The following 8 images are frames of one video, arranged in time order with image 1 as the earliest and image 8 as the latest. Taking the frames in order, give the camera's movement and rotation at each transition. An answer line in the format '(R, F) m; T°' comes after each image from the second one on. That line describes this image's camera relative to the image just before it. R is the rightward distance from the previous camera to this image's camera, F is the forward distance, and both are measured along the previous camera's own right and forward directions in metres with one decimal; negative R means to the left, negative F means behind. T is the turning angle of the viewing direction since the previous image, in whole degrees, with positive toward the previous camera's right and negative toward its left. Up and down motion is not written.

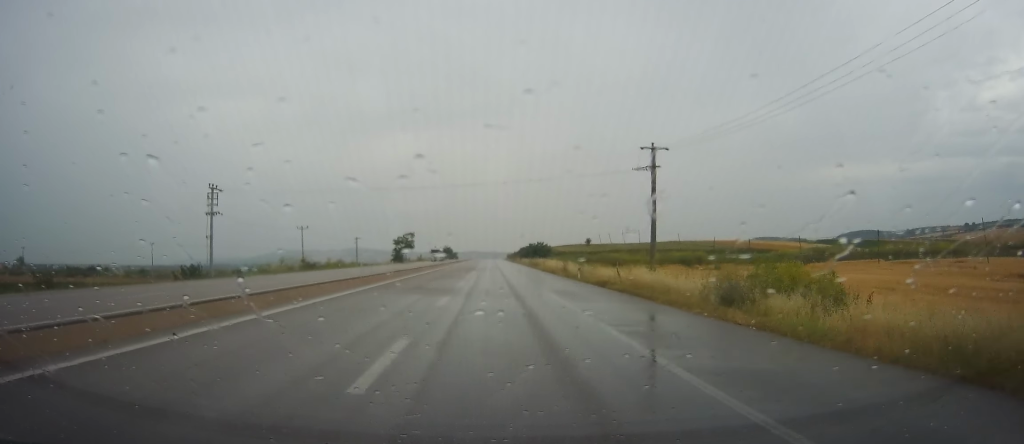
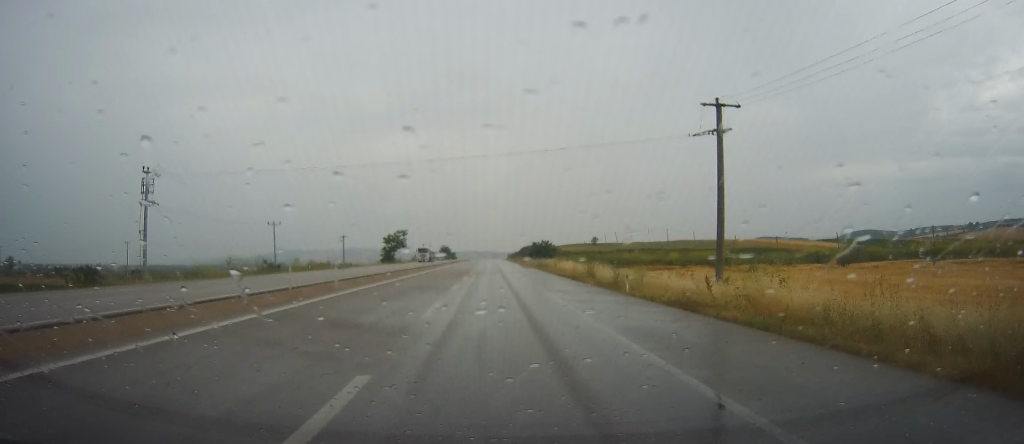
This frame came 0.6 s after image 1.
(-0.1, +13.9) m; 0°
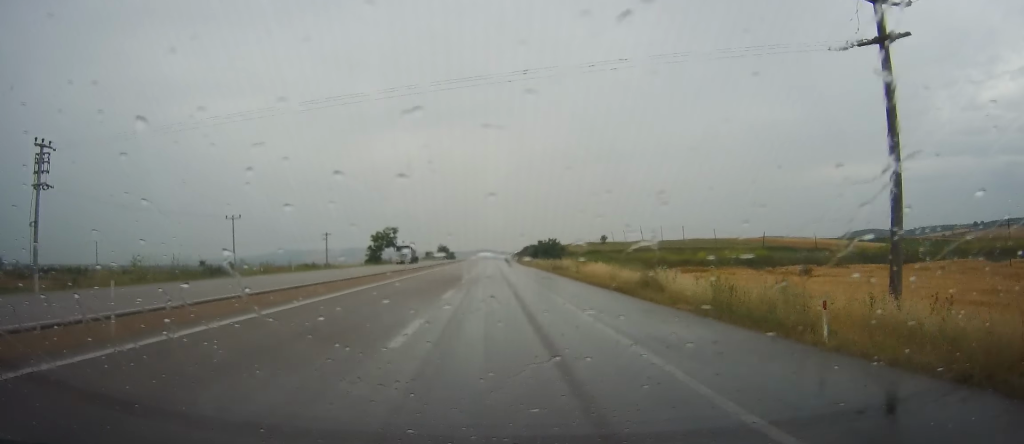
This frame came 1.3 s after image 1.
(+0.4, +16.3) m; 0°
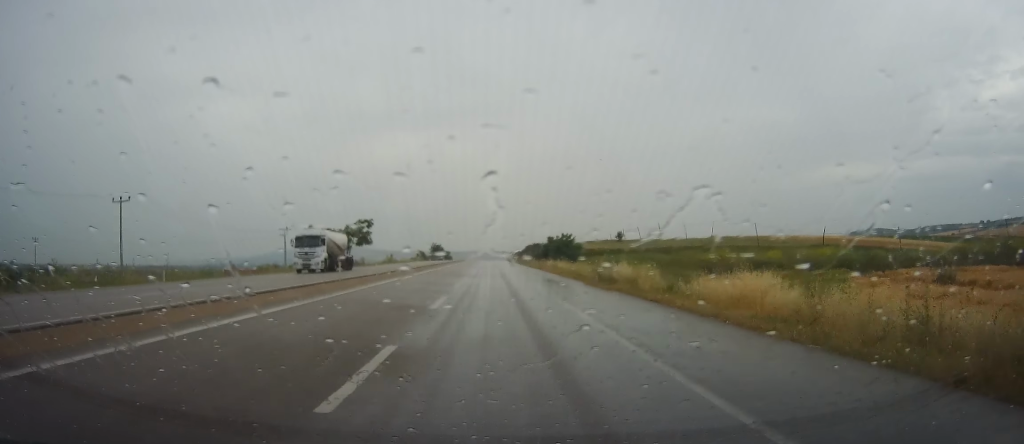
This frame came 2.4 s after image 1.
(-0.4, +26.5) m; -1°
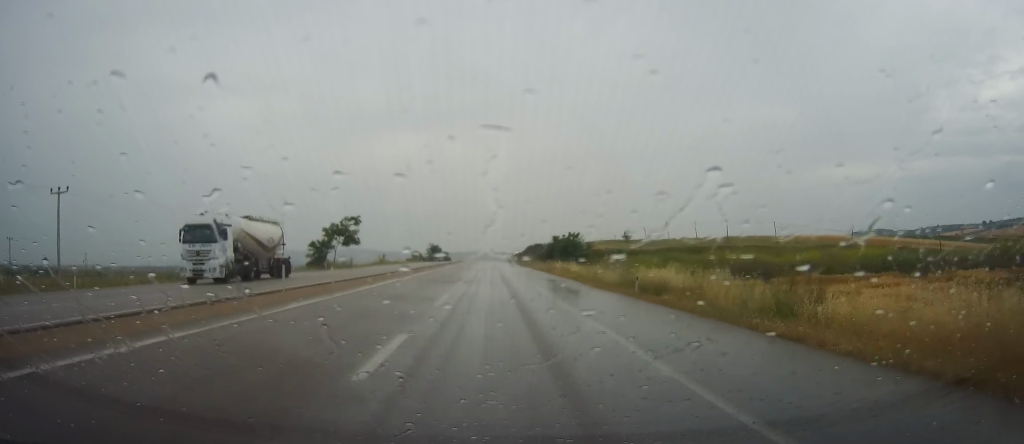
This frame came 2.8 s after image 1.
(0.0, +9.8) m; 0°
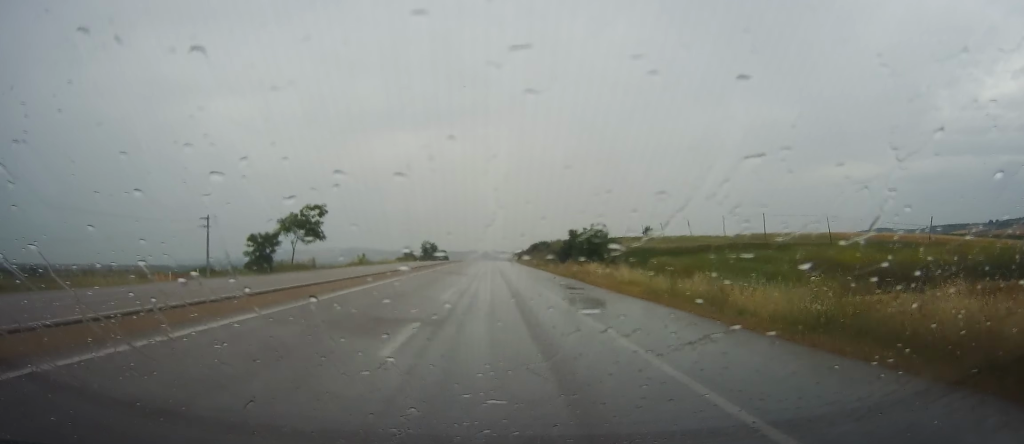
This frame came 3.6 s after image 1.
(+0.1, +21.0) m; +1°
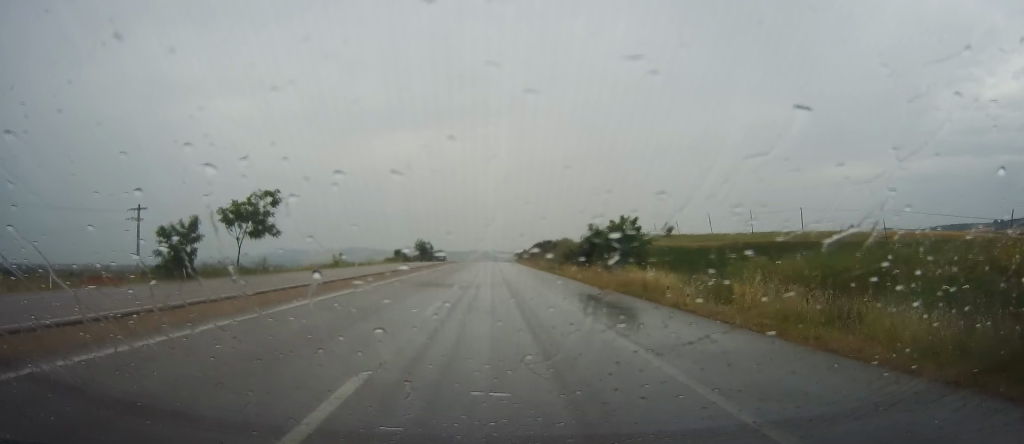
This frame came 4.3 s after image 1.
(+0.4, +16.8) m; 0°
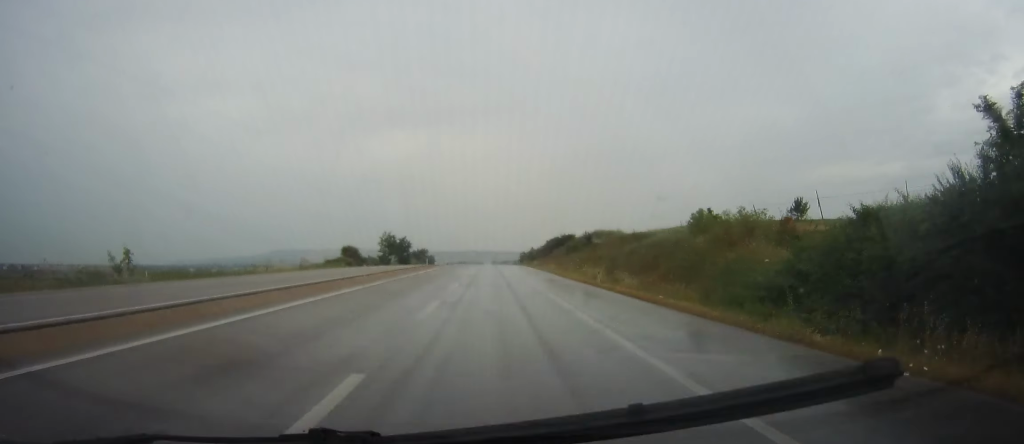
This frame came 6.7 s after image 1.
(+0.3, +56.8) m; +2°
